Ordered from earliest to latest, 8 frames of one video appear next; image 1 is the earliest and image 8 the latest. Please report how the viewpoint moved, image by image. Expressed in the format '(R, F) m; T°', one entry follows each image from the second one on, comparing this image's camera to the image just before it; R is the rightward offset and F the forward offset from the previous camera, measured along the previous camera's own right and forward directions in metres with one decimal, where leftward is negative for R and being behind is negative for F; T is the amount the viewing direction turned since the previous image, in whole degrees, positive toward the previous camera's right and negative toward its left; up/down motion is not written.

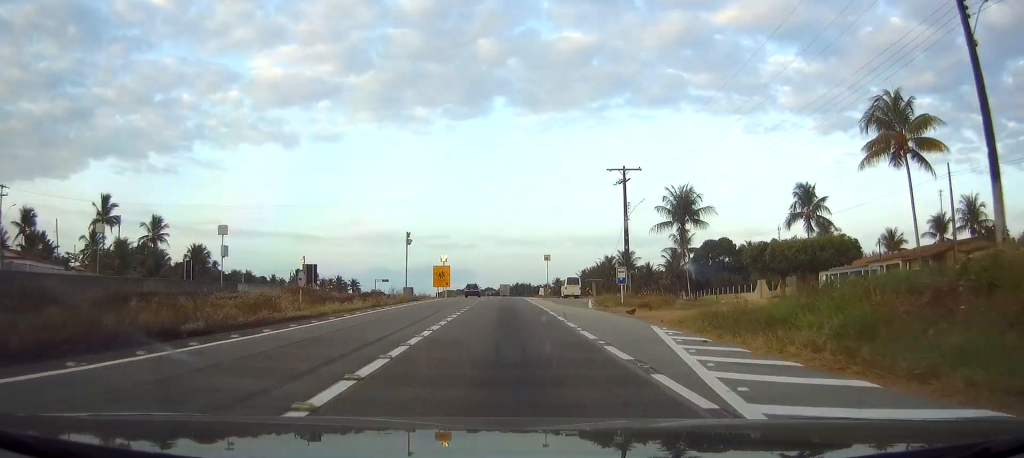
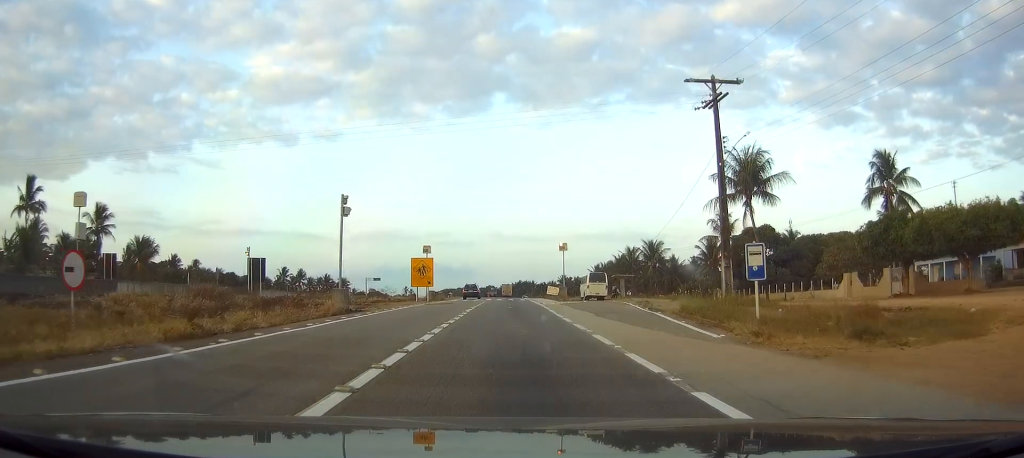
(+0.1, +22.4) m; +1°
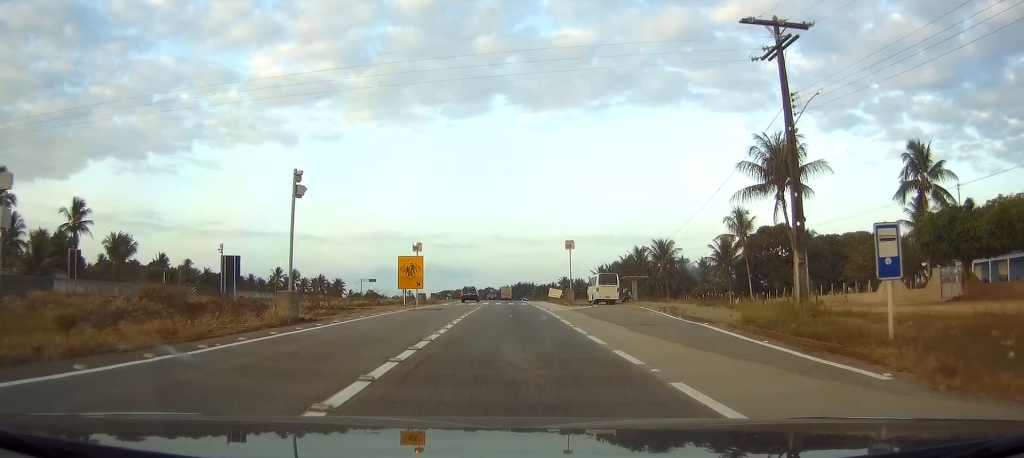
(0.0, +7.1) m; 0°
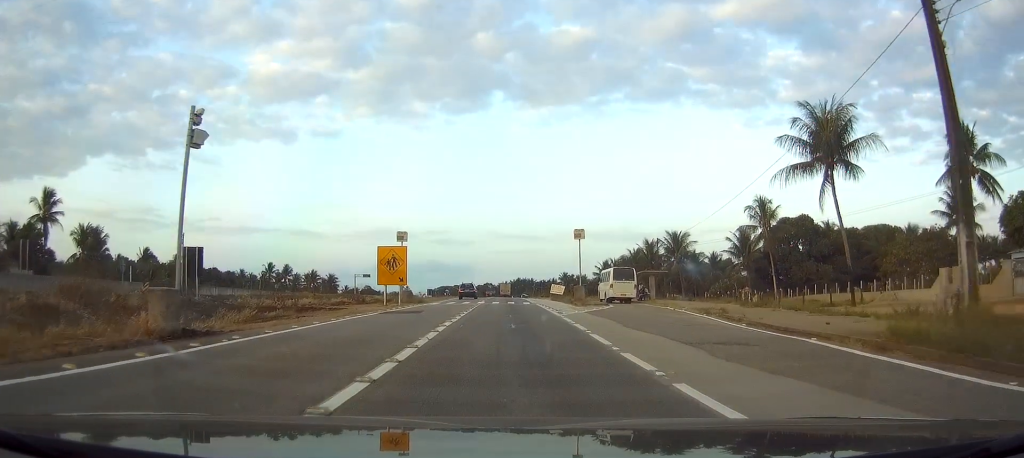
(0.0, +8.3) m; 0°
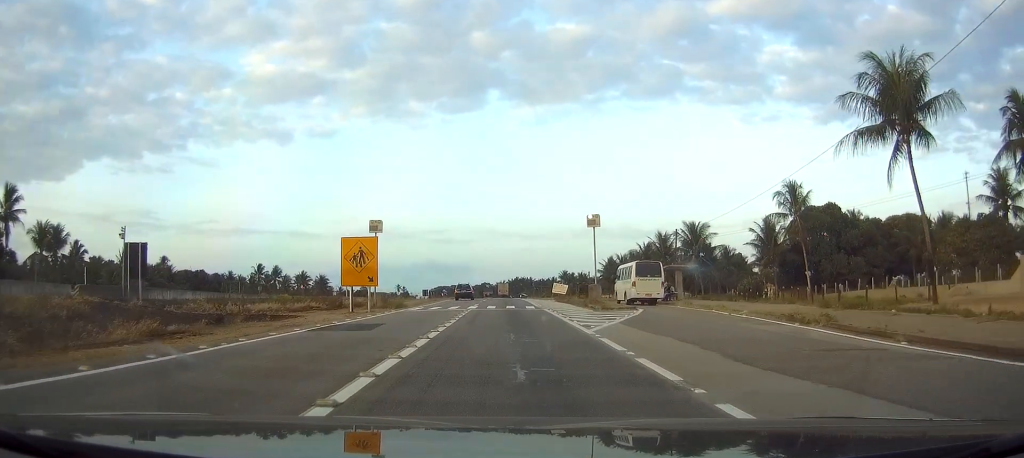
(0.0, +9.5) m; 0°
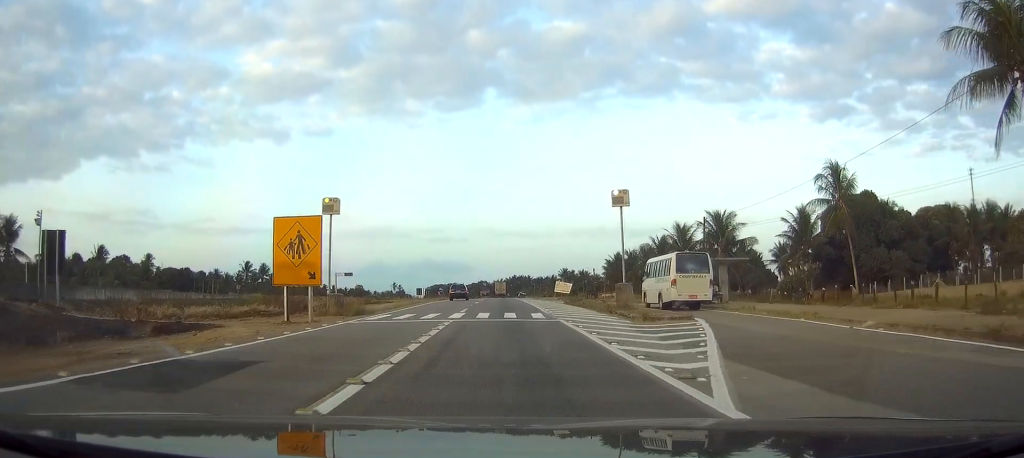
(0.0, +10.2) m; 0°
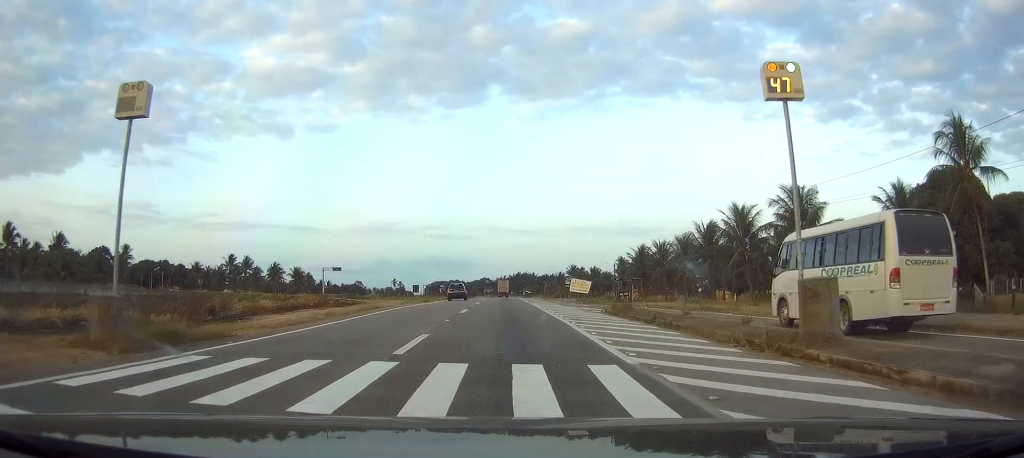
(-0.1, +17.7) m; 0°
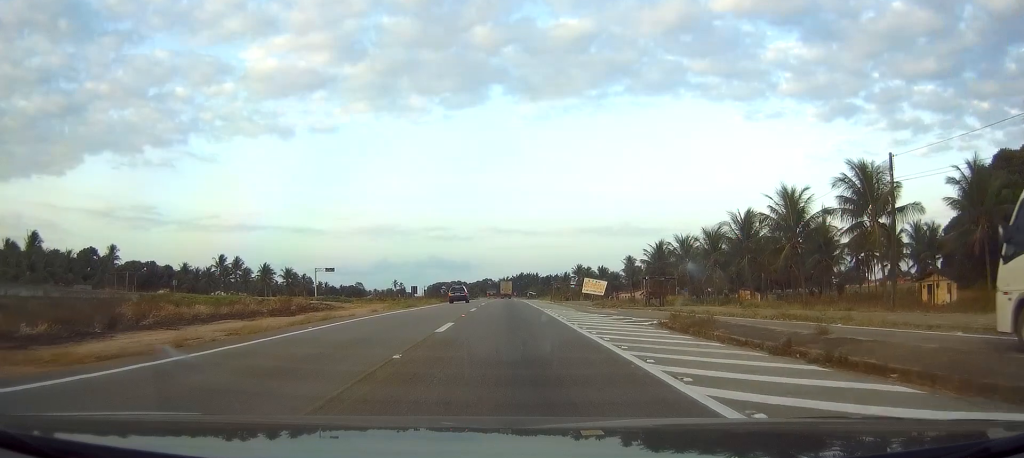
(+0.1, +9.9) m; 0°
